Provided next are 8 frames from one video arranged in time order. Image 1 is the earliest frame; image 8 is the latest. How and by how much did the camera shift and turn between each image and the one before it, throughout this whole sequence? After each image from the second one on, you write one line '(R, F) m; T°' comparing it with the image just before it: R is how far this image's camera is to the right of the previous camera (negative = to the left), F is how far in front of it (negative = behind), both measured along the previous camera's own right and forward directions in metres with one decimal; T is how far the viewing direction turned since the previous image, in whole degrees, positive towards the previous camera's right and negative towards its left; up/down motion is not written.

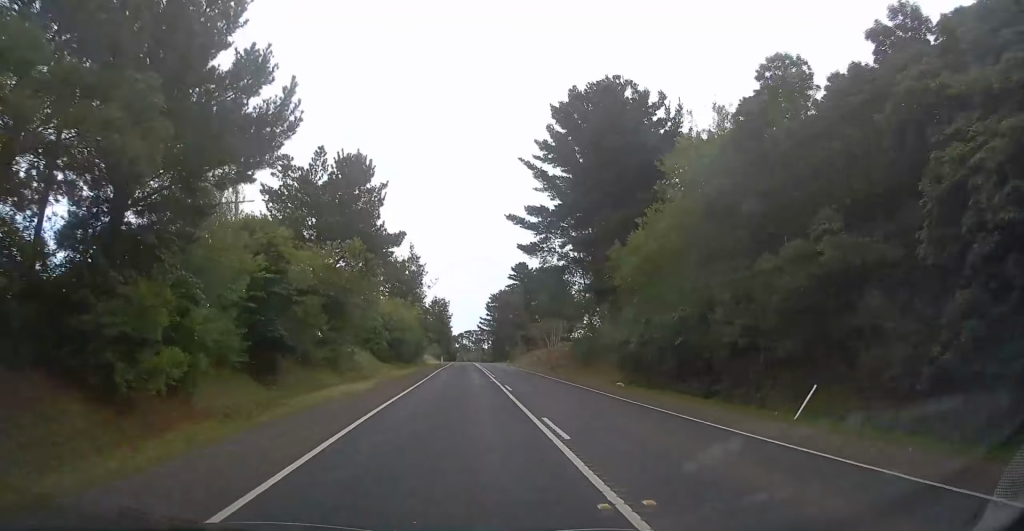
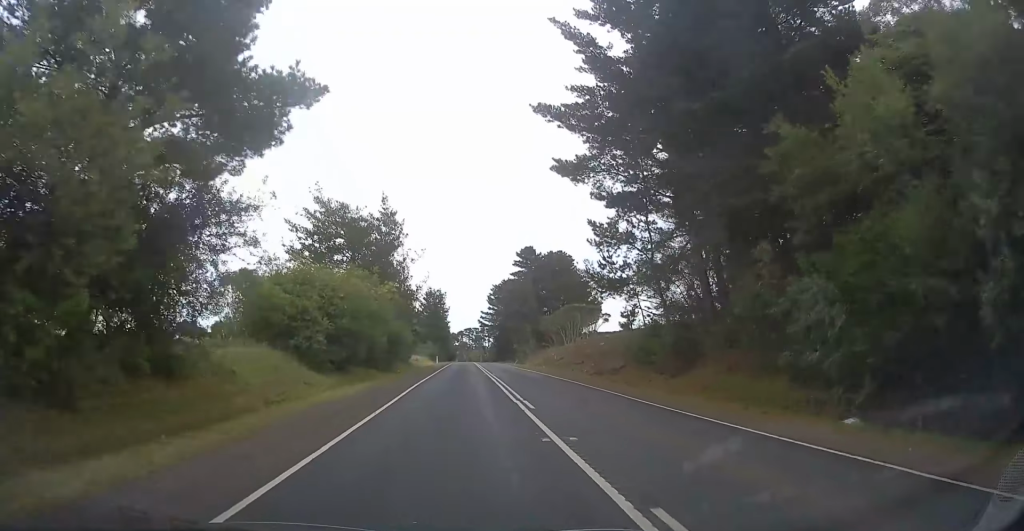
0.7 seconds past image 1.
(+0.3, +19.9) m; 0°
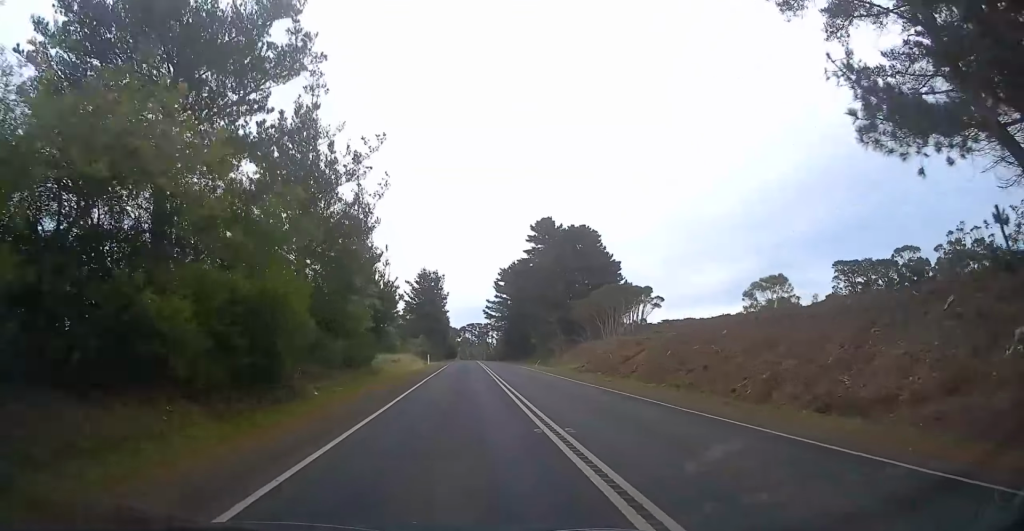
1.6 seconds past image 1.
(-0.2, +25.3) m; -1°
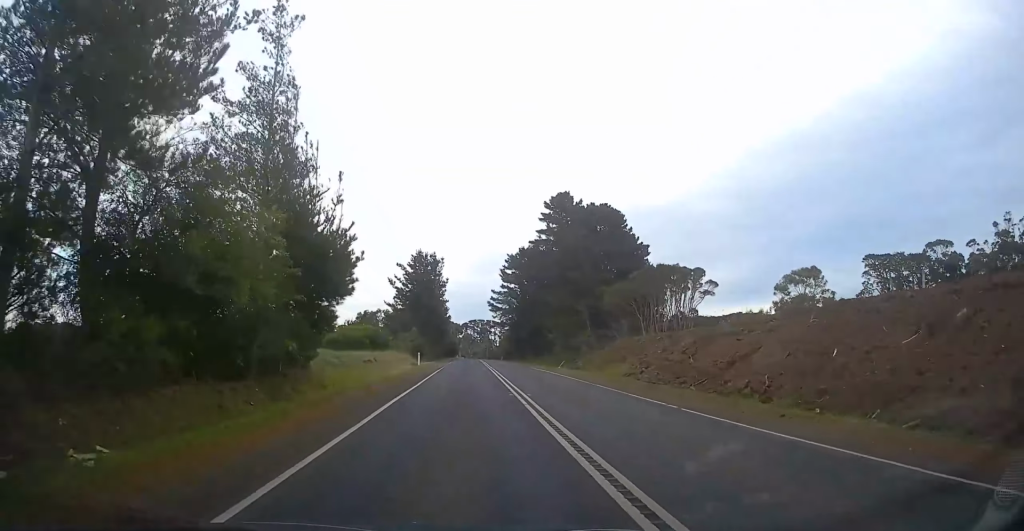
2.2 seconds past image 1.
(-0.2, +15.7) m; 0°
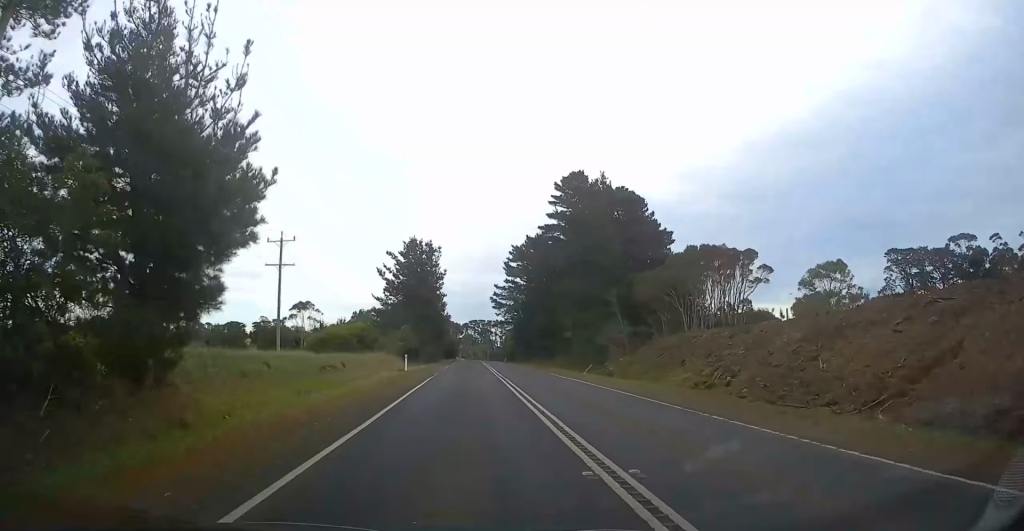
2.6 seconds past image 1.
(+0.1, +11.3) m; 0°
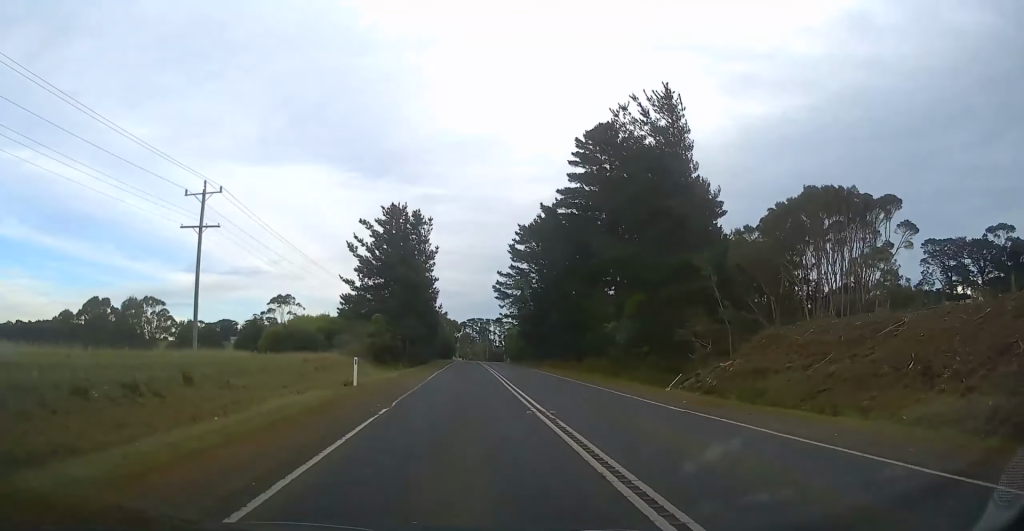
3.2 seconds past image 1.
(+0.1, +17.4) m; 0°
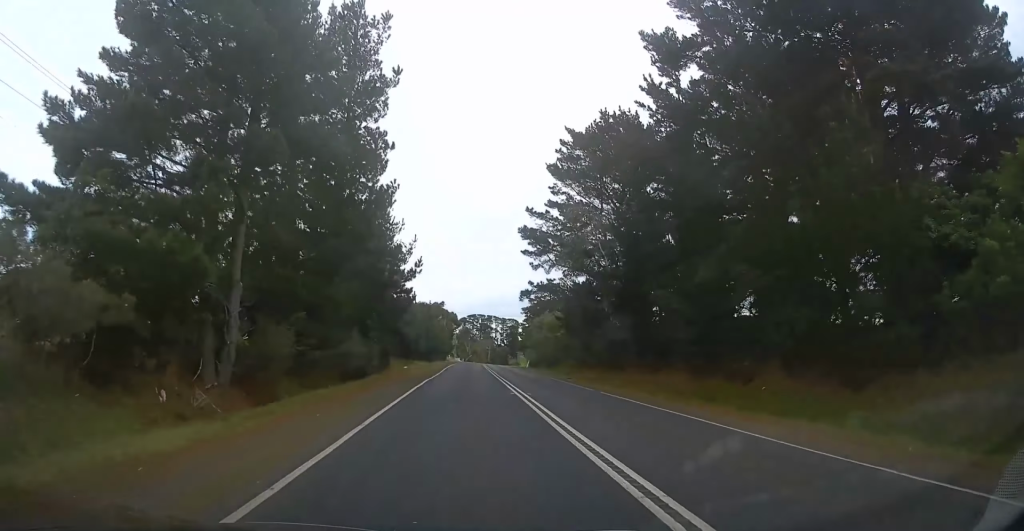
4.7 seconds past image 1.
(-0.1, +40.2) m; +1°
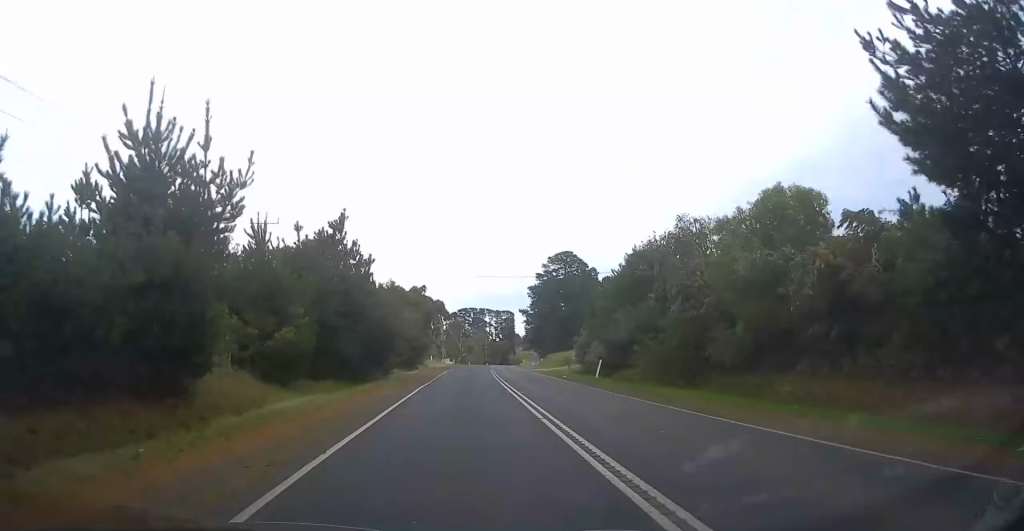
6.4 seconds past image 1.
(+0.6, +47.8) m; +1°
